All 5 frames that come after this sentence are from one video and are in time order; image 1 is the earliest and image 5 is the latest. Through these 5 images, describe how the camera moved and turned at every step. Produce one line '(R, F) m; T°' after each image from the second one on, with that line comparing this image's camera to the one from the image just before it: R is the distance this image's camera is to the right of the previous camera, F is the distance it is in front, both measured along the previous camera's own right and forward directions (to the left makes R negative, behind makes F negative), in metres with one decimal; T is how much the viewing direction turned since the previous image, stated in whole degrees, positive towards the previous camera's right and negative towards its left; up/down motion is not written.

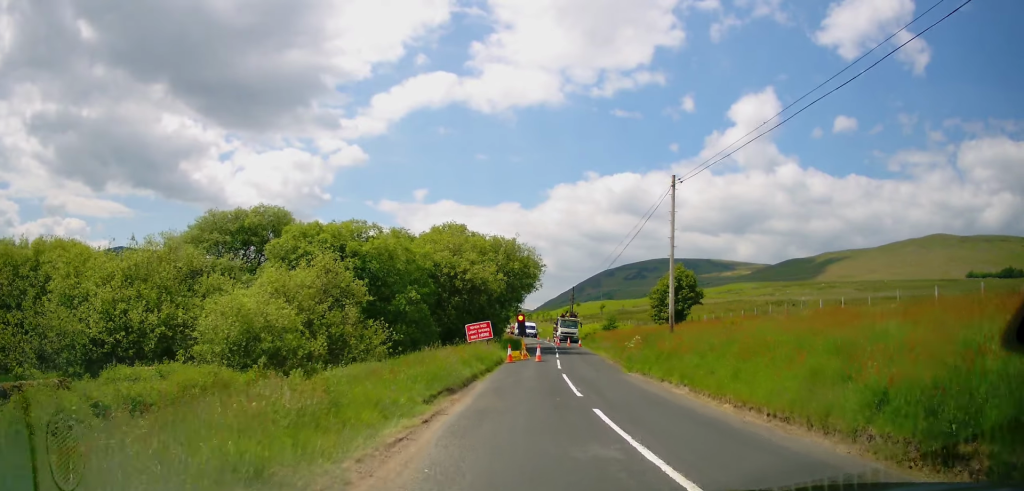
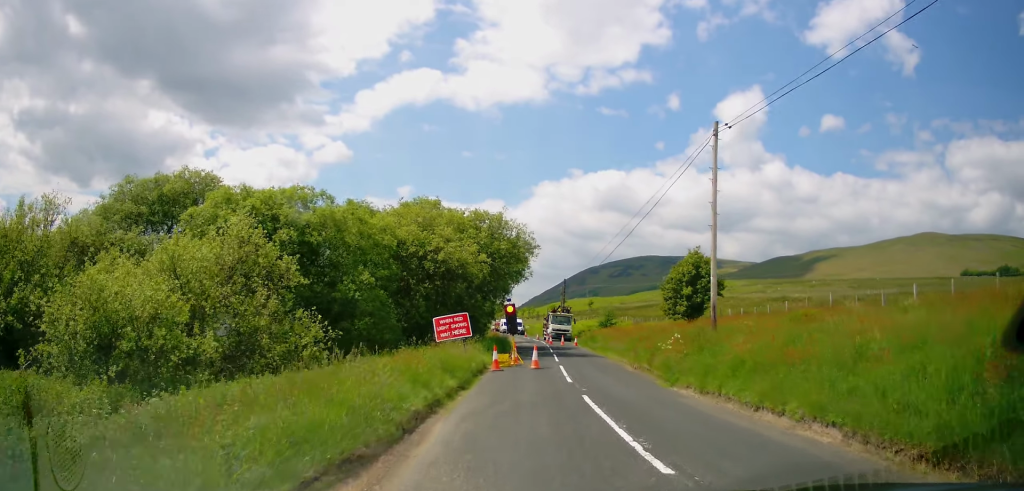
(0.0, +6.8) m; +4°
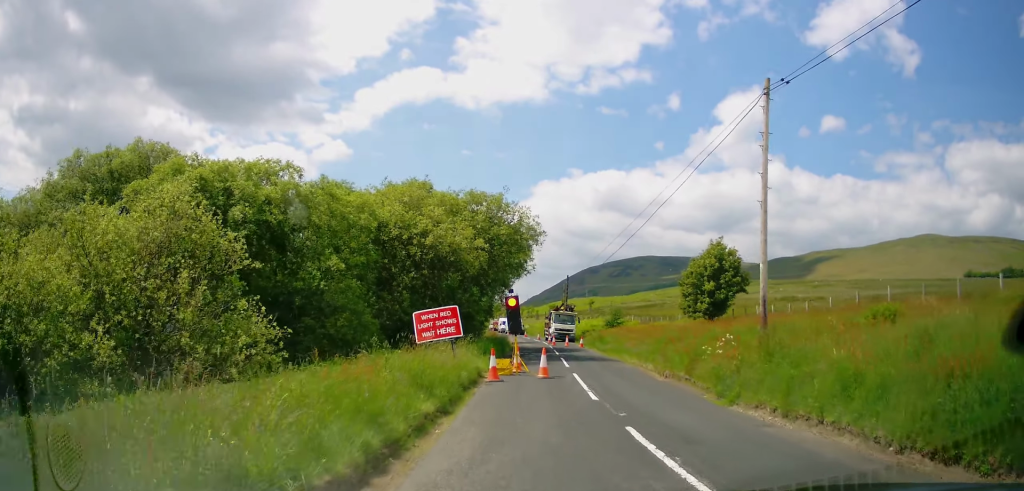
(+0.3, +3.6) m; +3°
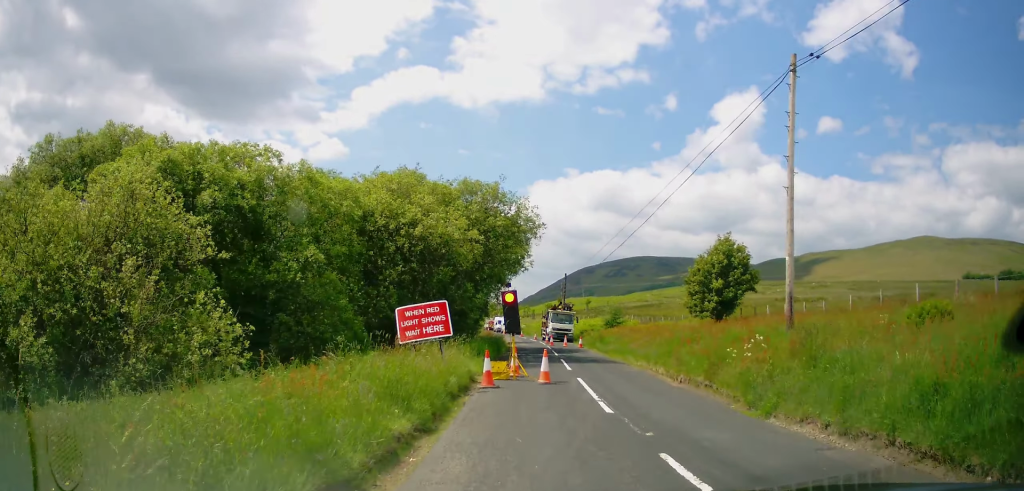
(0.0, +1.8) m; -1°
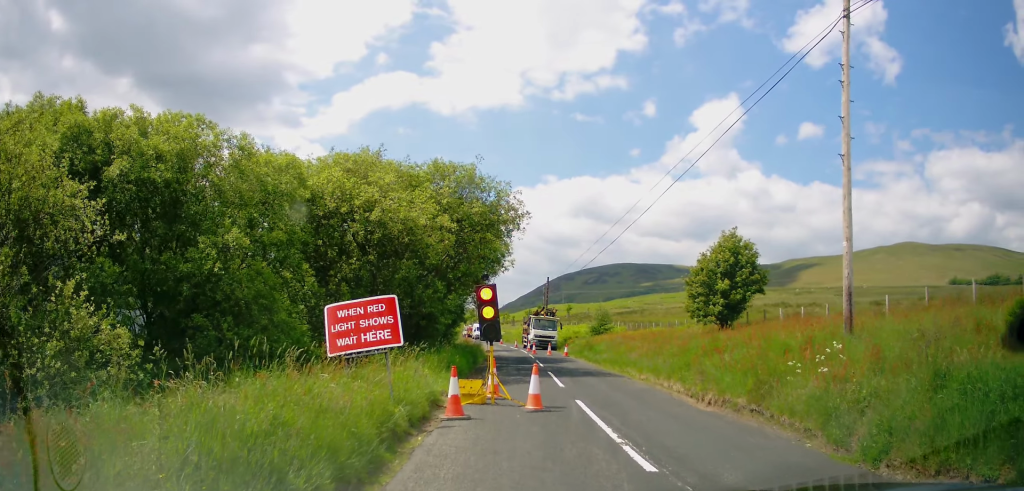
(-0.4, +5.0) m; +6°
